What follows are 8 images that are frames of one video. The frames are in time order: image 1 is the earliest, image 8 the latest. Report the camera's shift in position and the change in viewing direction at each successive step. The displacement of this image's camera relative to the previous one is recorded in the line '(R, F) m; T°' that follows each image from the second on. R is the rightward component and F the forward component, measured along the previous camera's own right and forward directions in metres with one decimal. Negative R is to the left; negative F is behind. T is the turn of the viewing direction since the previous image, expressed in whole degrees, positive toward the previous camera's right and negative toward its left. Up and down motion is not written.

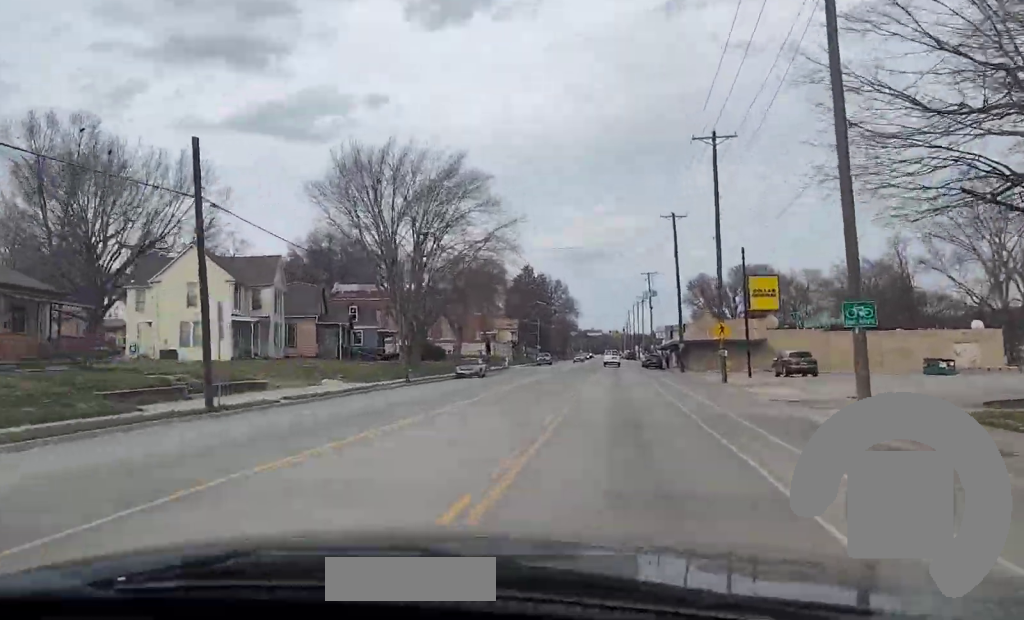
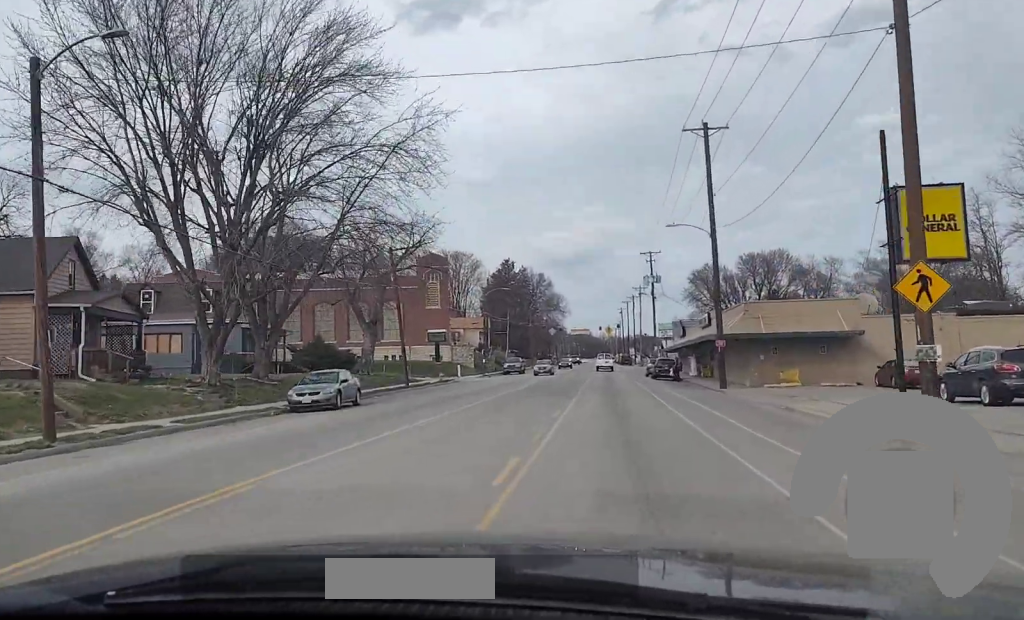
(-0.1, +32.5) m; -1°
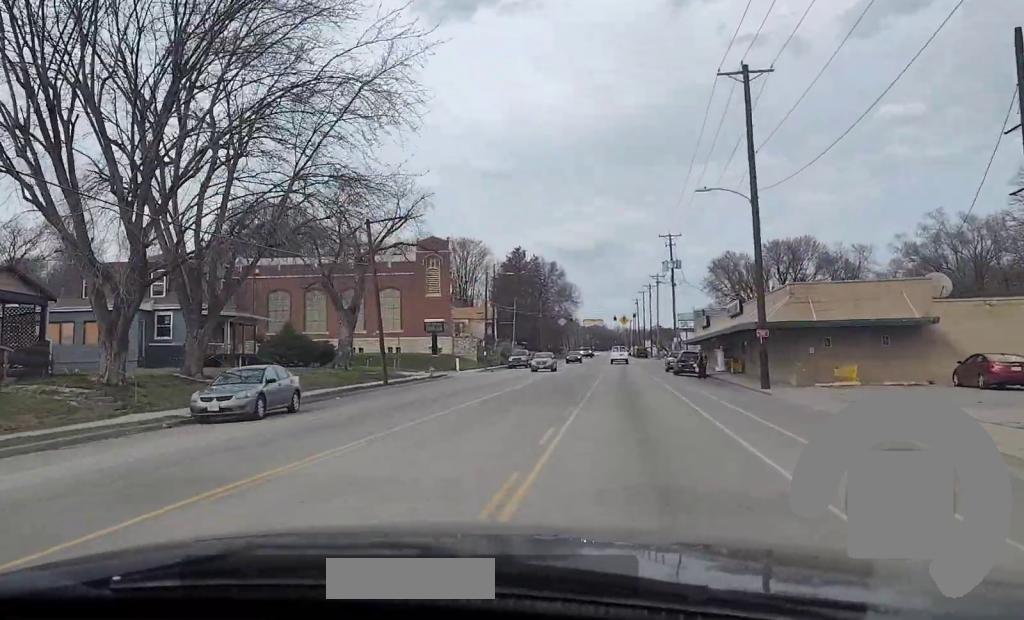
(0.0, +8.2) m; 0°
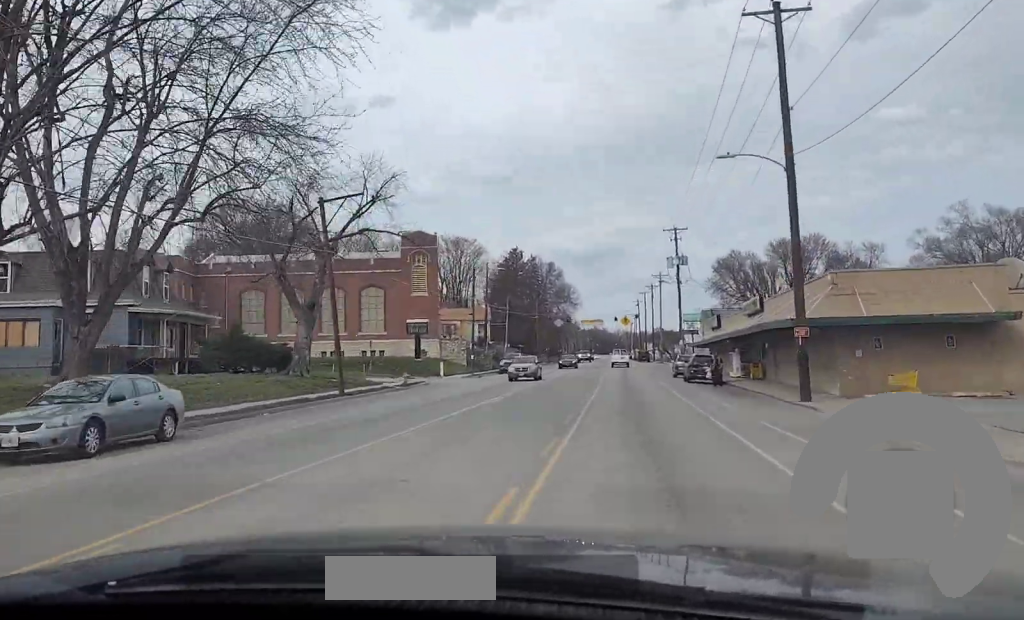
(0.0, +7.6) m; 0°
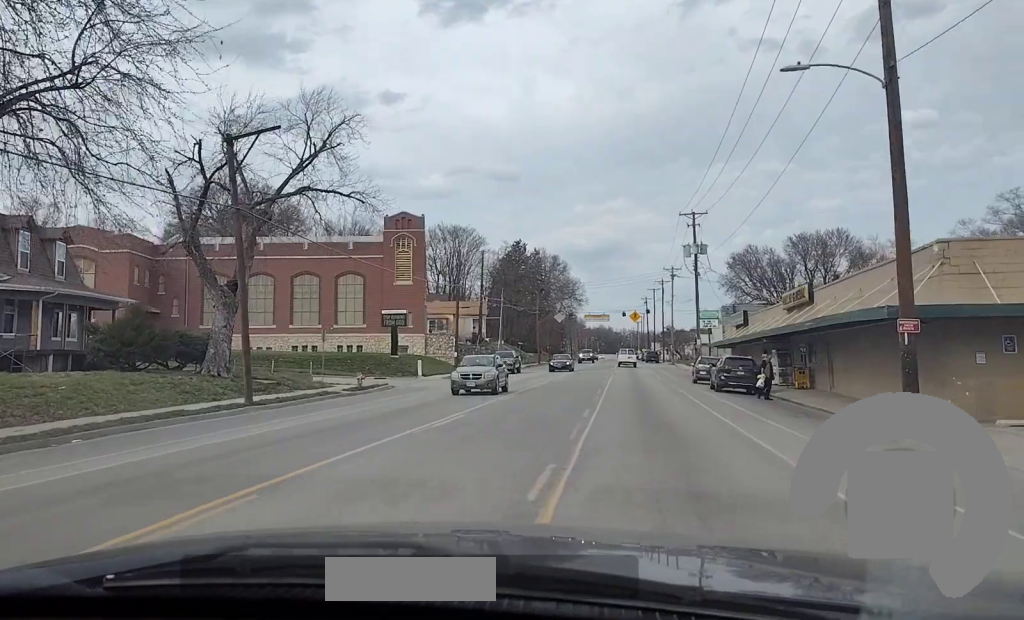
(0.0, +10.2) m; 0°
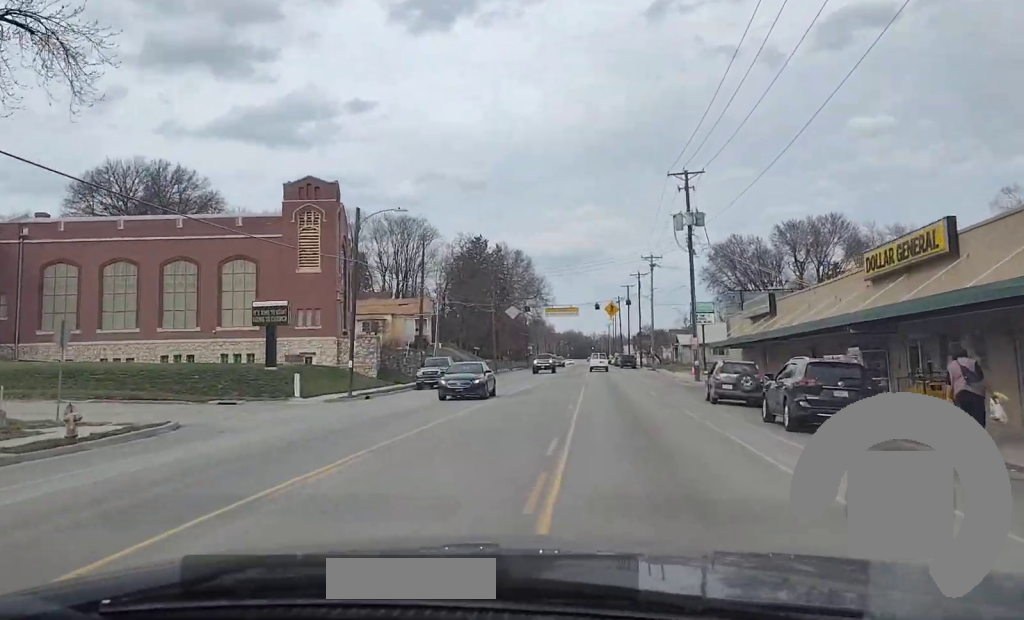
(+0.1, +19.2) m; 0°
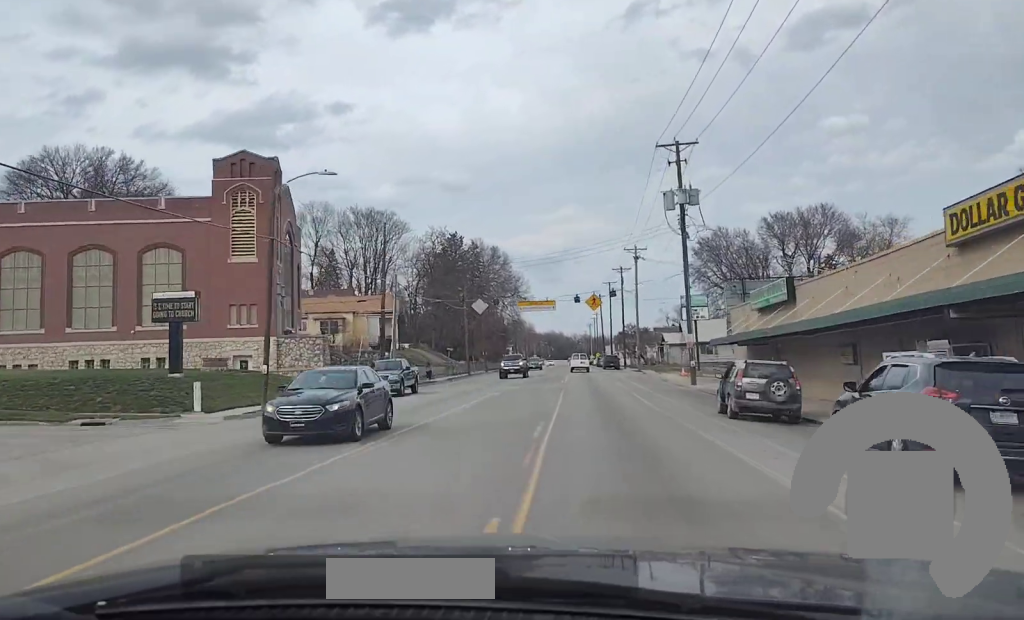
(0.0, +8.4) m; 0°
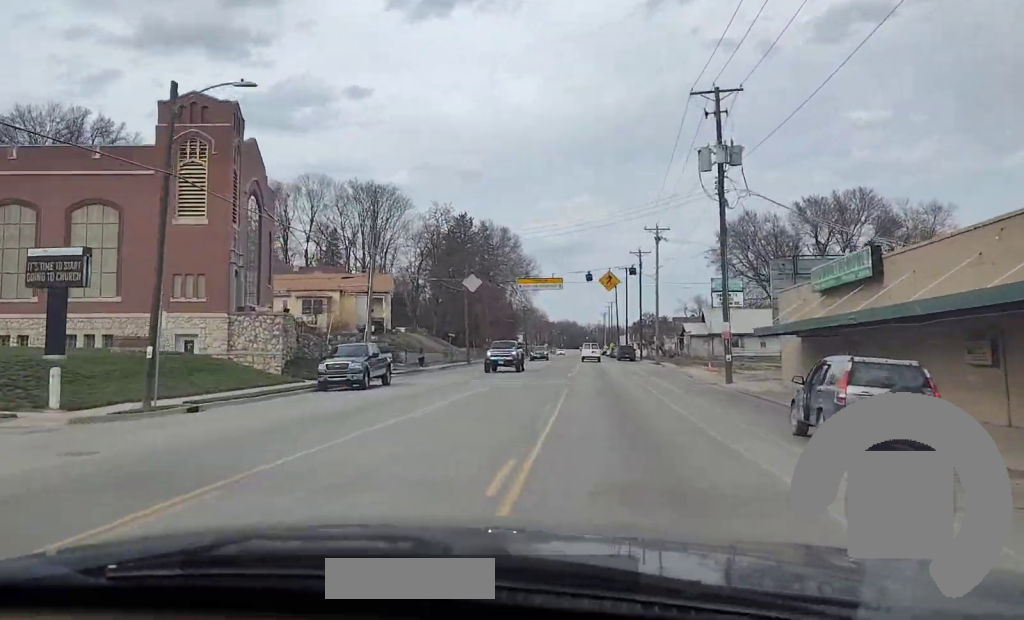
(0.0, +8.9) m; 0°
